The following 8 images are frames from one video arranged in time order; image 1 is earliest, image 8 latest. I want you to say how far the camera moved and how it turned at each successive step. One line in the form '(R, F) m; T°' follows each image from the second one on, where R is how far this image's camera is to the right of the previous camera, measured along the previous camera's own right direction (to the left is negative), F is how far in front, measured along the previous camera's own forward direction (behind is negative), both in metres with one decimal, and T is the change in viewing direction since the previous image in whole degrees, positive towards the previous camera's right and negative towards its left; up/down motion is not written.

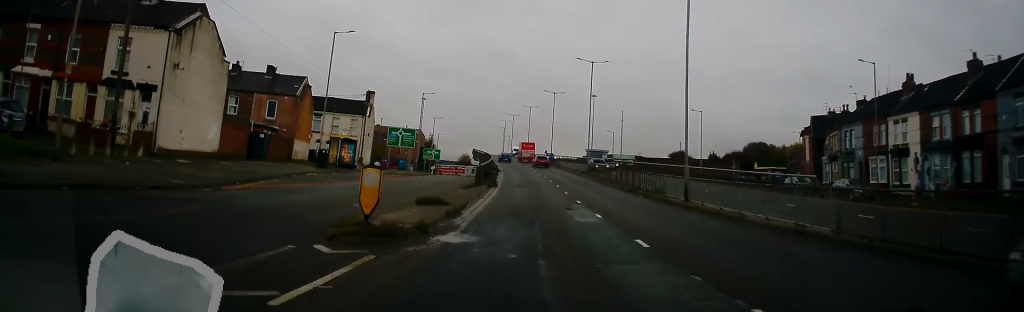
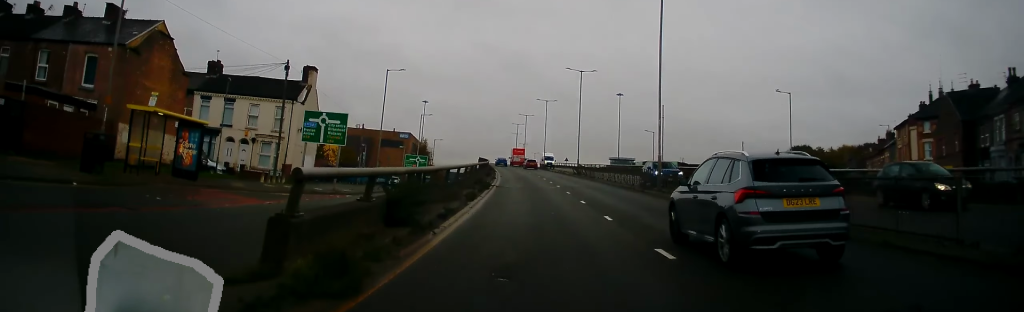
(0.0, +25.8) m; -2°
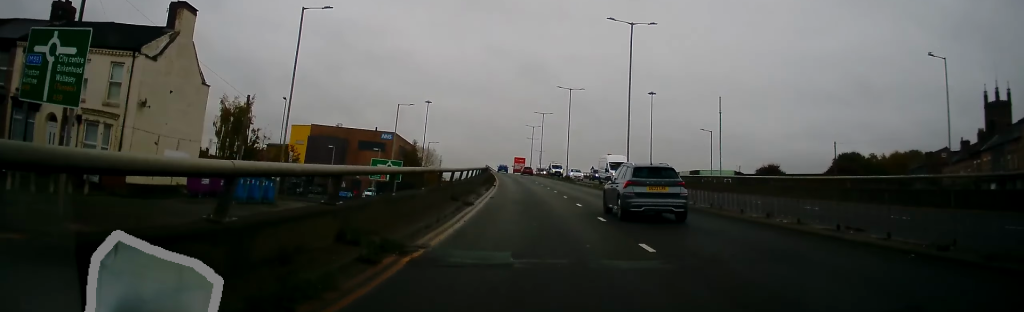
(-0.4, +22.9) m; -2°
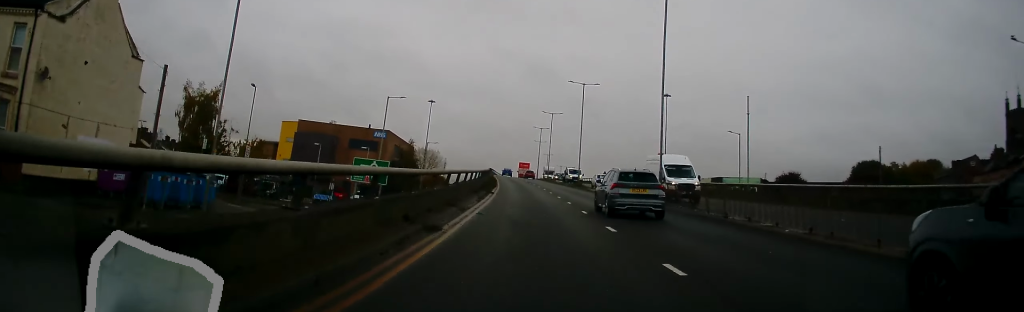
(+0.1, +7.4) m; -1°
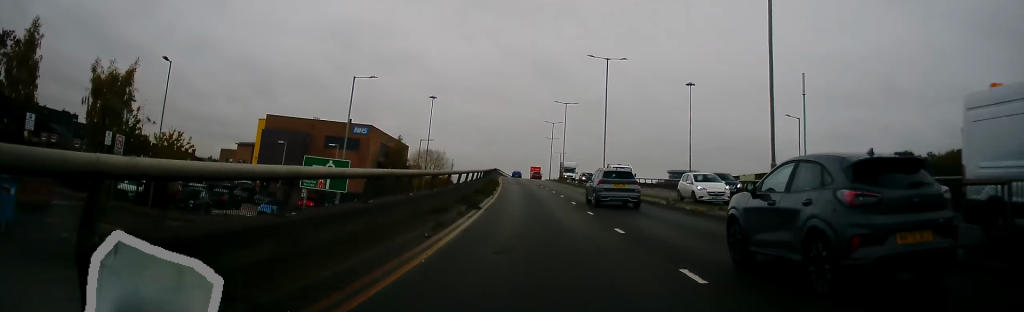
(-0.5, +12.5) m; 0°
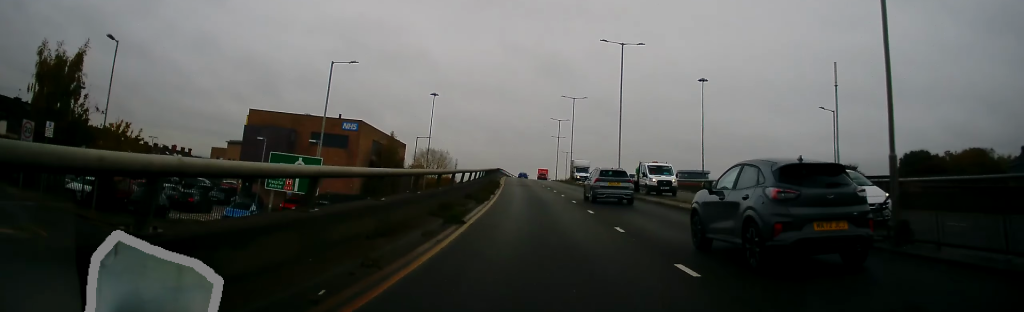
(+0.3, +5.5) m; 0°
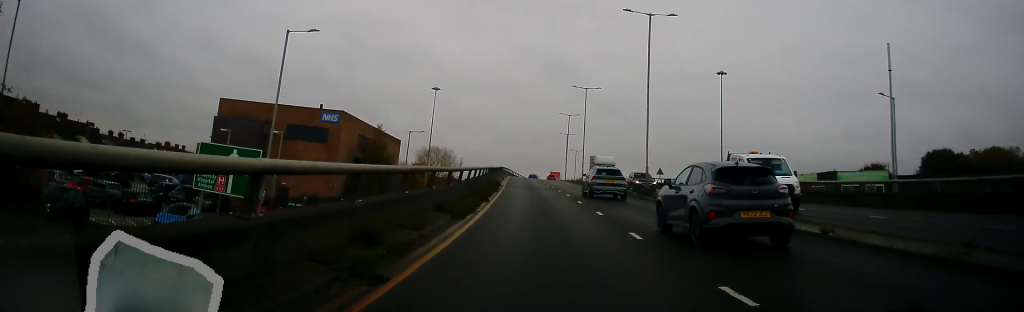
(+0.2, +7.6) m; 0°
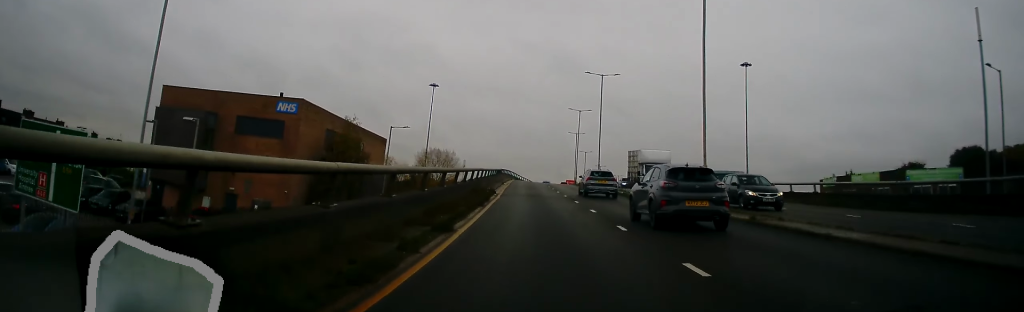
(-0.4, +10.2) m; -2°
